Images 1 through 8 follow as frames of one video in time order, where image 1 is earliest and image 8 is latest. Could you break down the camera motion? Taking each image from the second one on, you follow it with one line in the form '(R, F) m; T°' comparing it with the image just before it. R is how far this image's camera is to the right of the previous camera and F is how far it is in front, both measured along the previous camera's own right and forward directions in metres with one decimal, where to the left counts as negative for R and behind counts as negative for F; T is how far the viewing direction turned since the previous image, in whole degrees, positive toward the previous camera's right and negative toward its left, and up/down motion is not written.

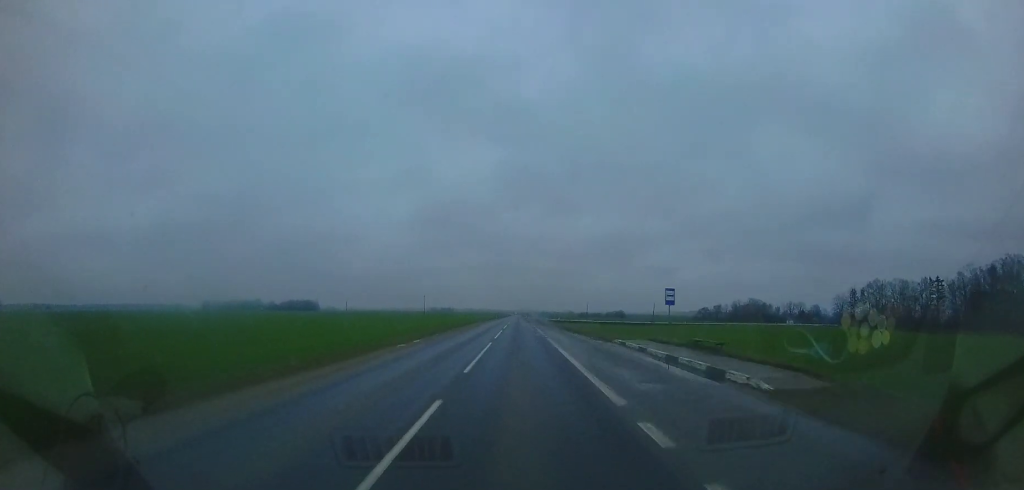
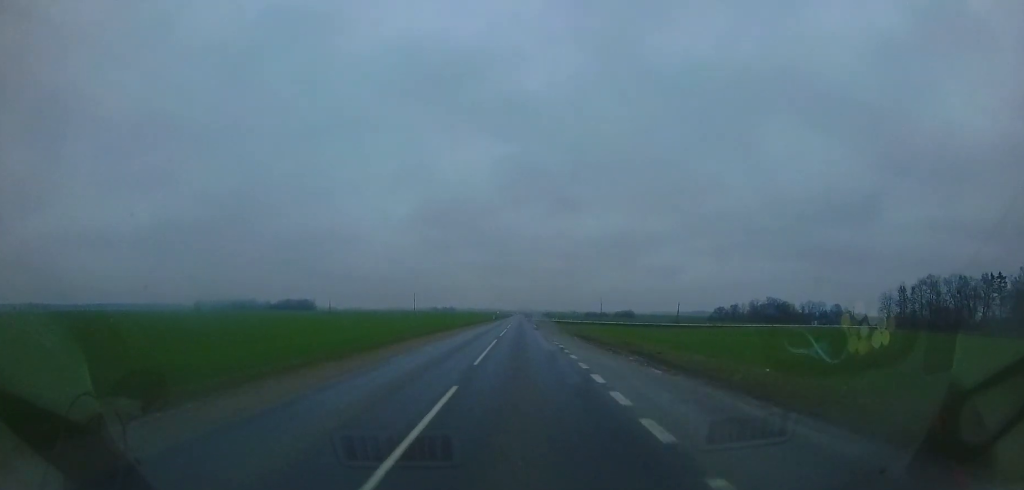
(+0.1, +23.2) m; 0°
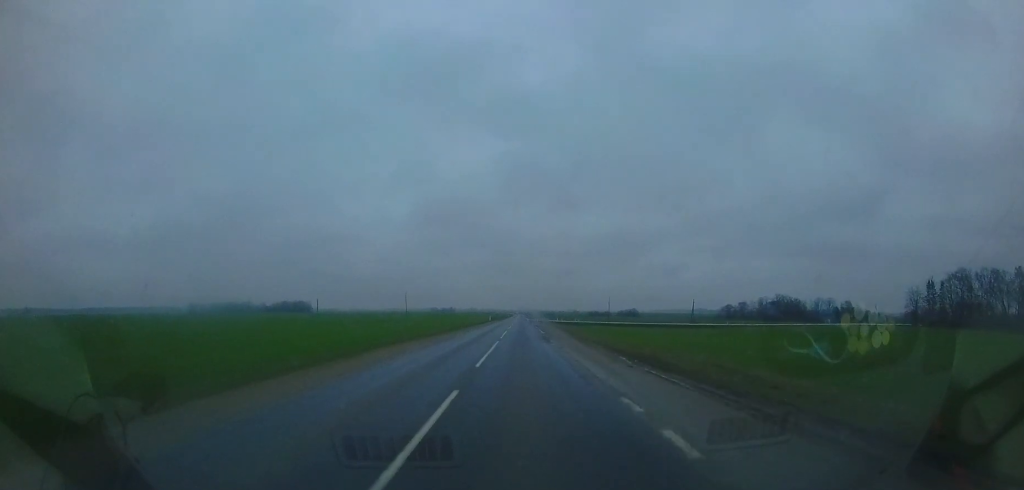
(0.0, +12.7) m; 0°
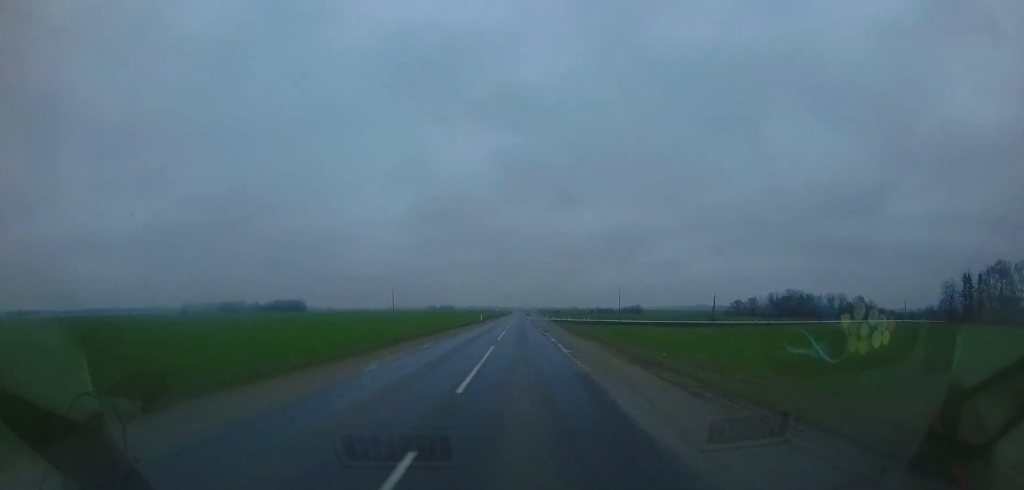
(0.0, +15.4) m; 0°
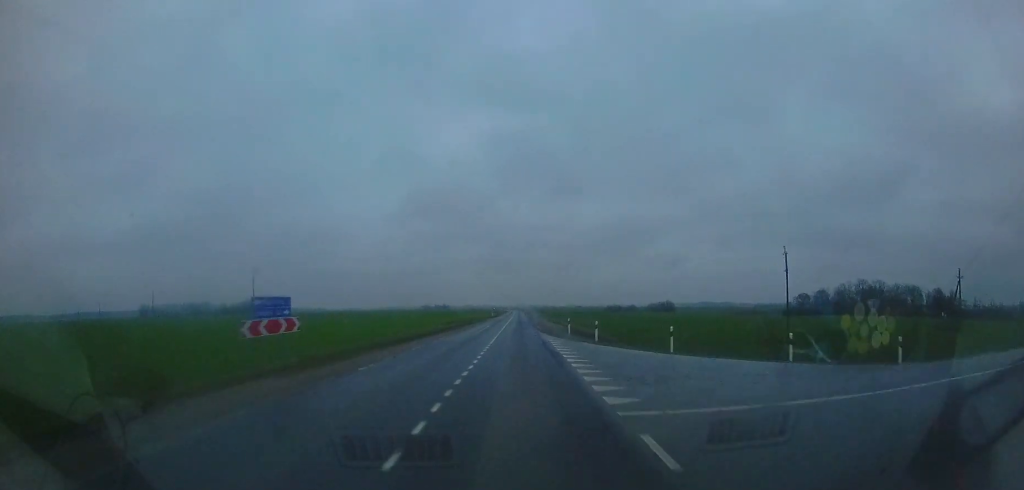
(-0.2, +77.9) m; -1°
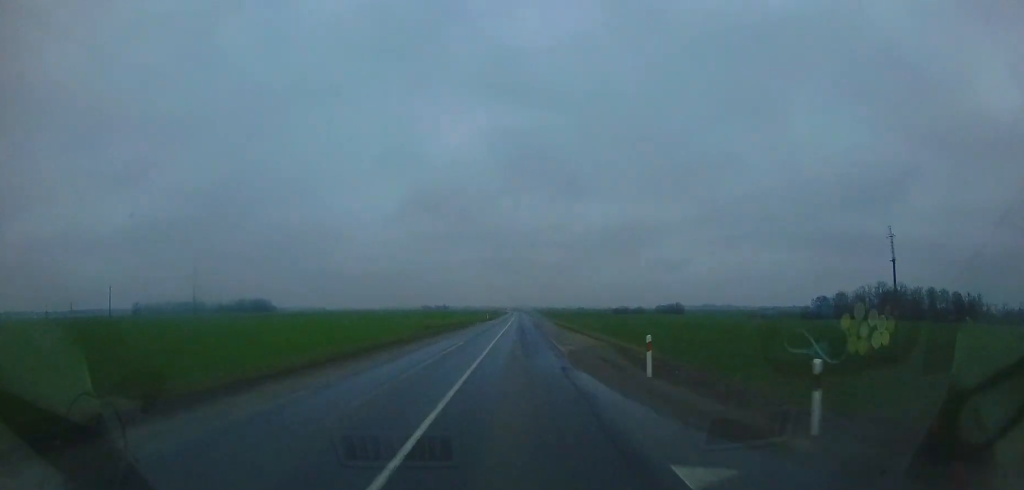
(-0.2, +15.1) m; 0°
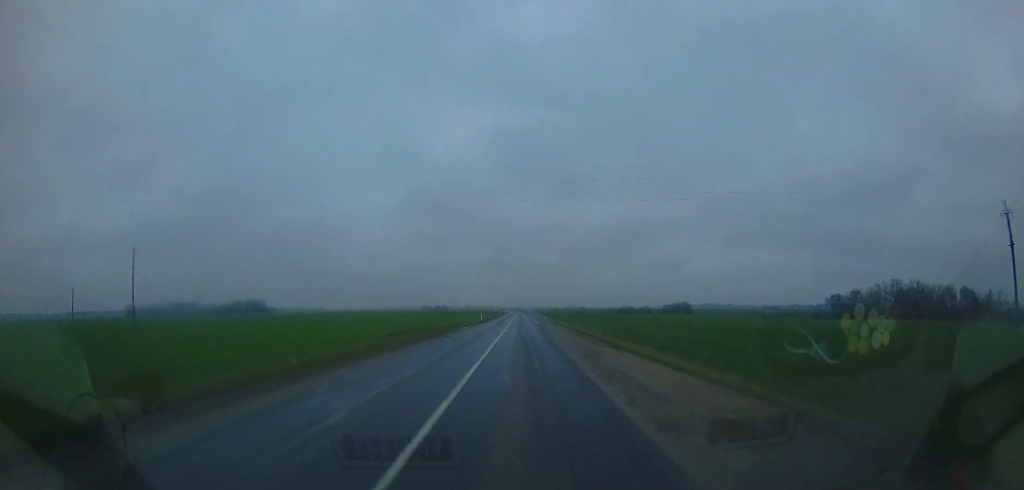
(-0.2, +11.5) m; 0°
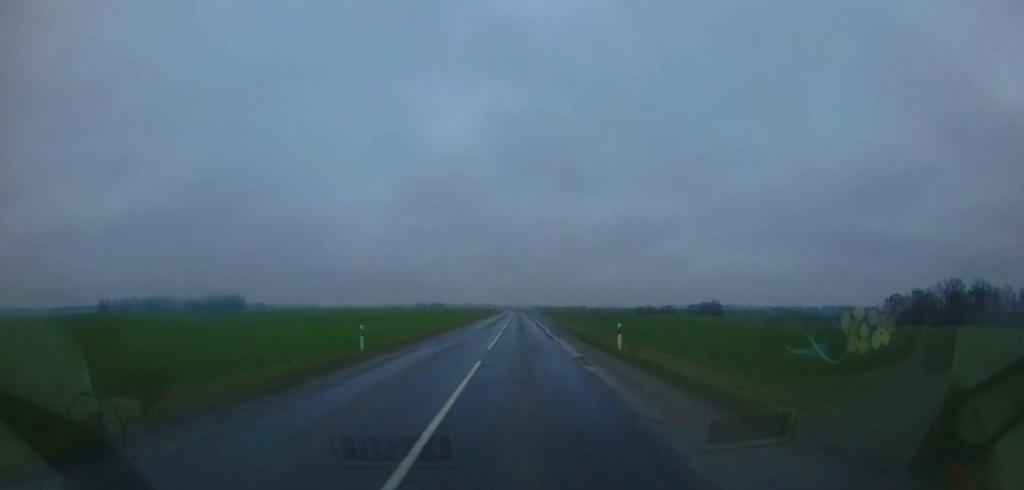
(+0.1, +42.5) m; -1°
